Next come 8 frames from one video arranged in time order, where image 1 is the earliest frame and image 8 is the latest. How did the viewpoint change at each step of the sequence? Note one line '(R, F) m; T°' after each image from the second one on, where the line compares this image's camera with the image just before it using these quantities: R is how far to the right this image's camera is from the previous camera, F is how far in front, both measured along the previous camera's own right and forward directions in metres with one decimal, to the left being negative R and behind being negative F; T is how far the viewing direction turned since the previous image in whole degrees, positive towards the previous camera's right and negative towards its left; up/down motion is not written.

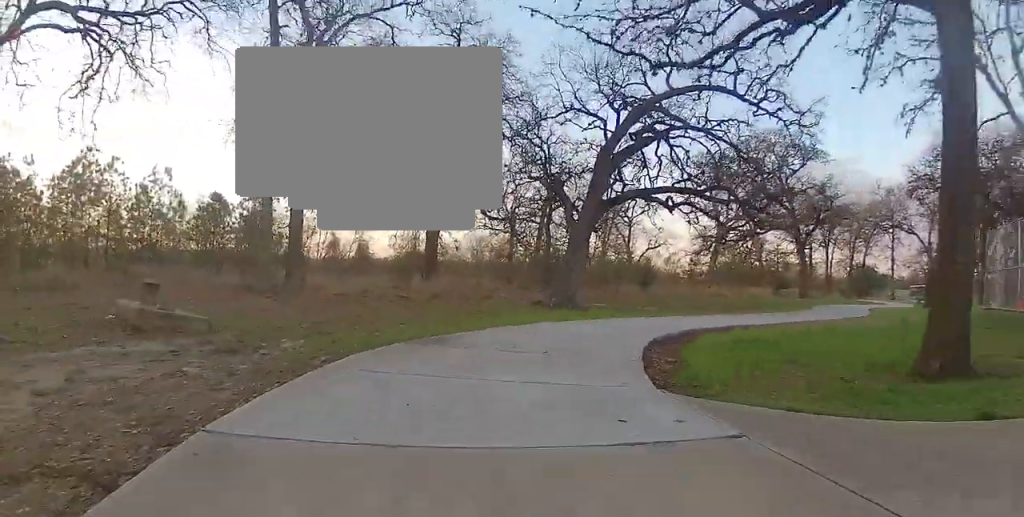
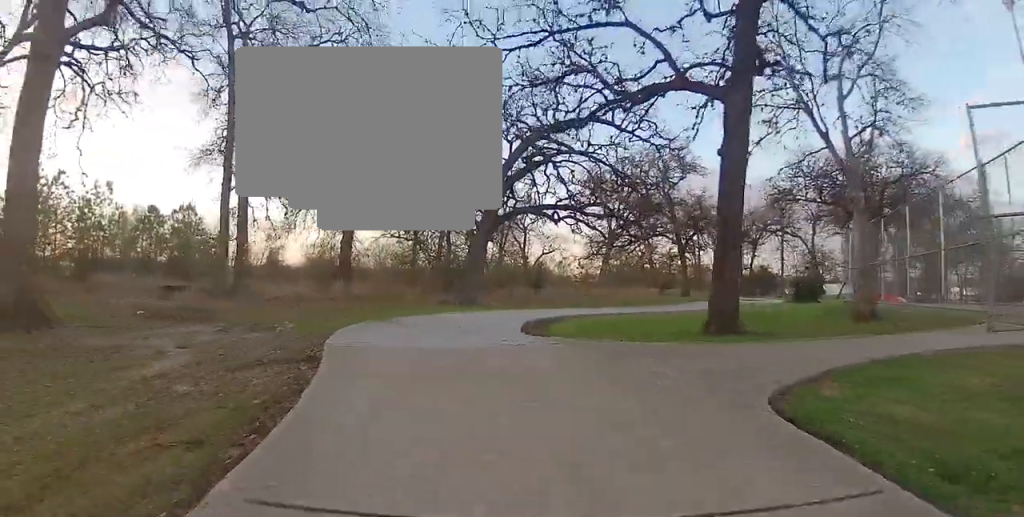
(-0.6, +3.8) m; -7°
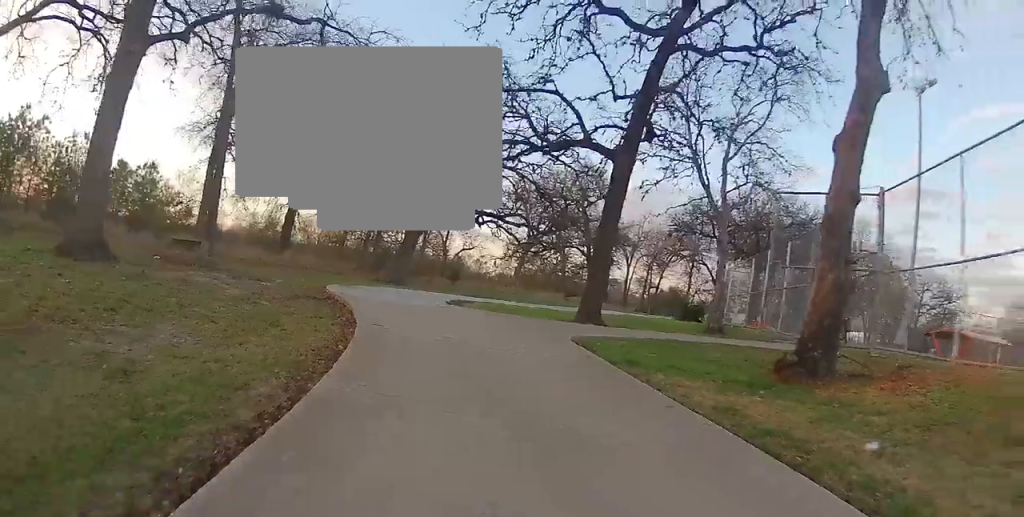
(-0.1, +3.8) m; 0°
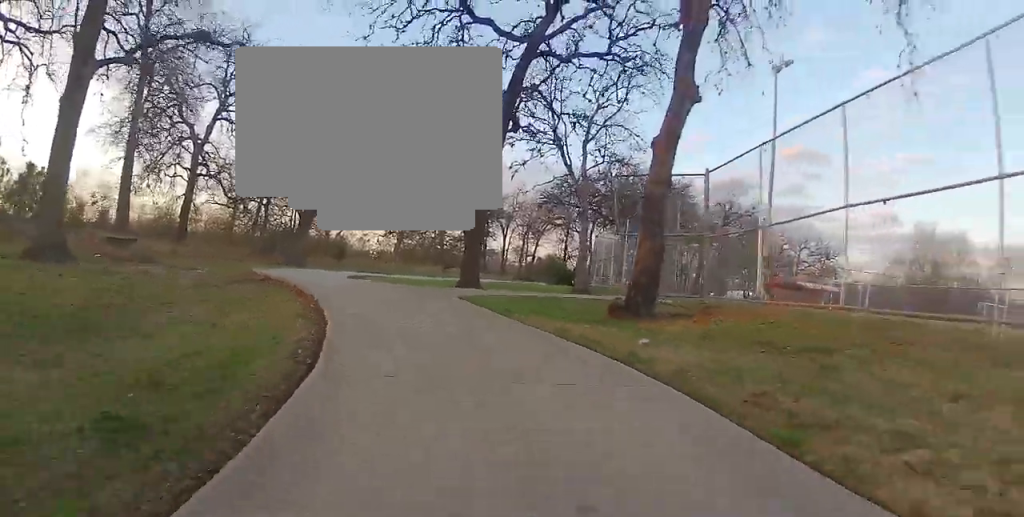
(0.0, +2.4) m; +2°
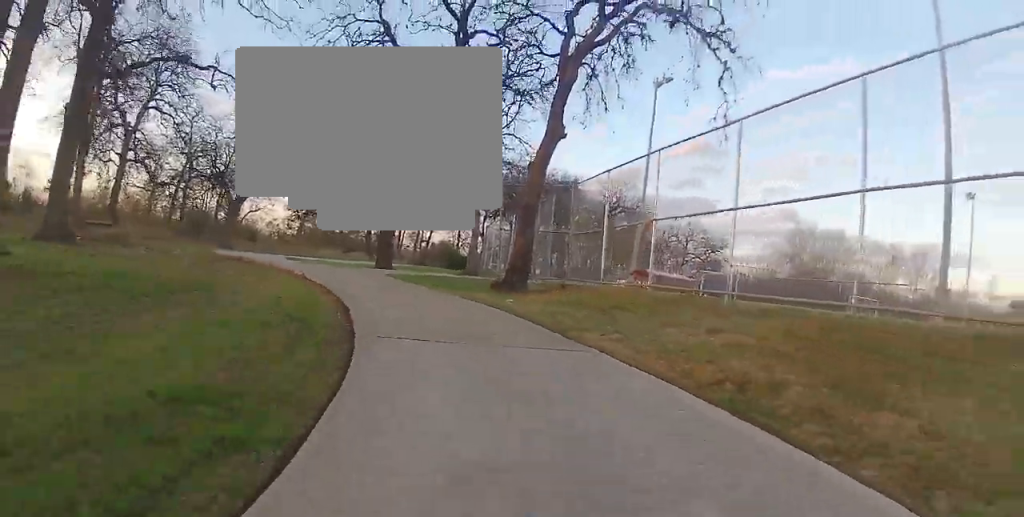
(-0.1, +4.1) m; +8°
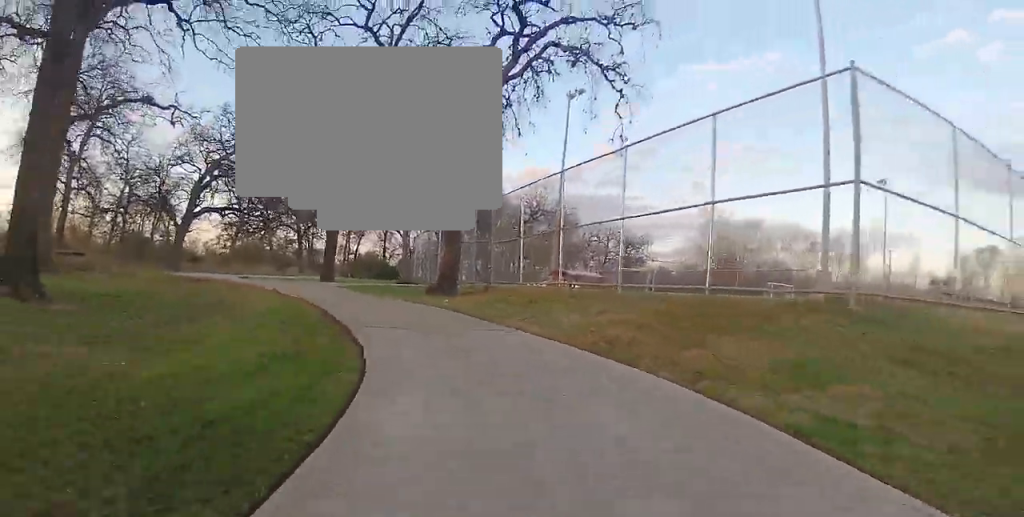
(+0.4, +2.1) m; +10°
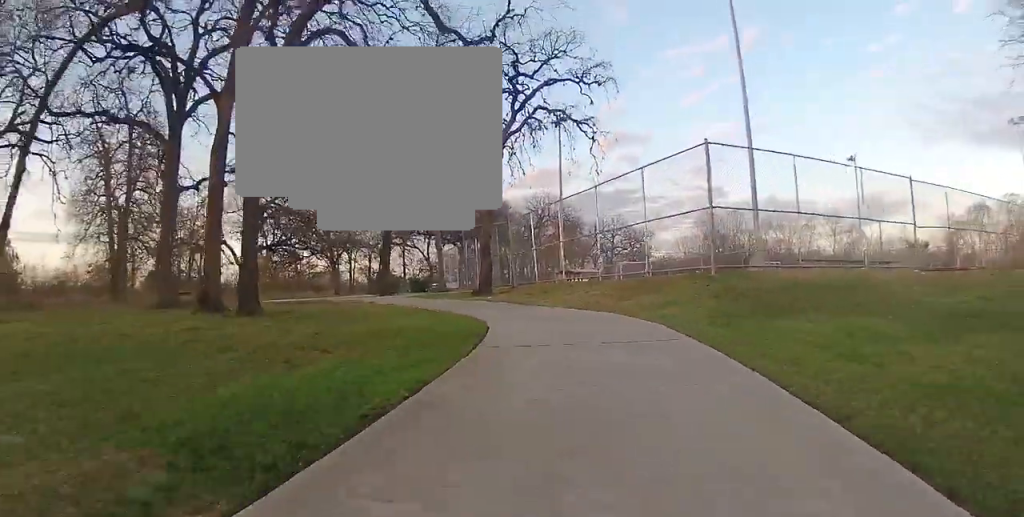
(+1.2, +5.5) m; +21°
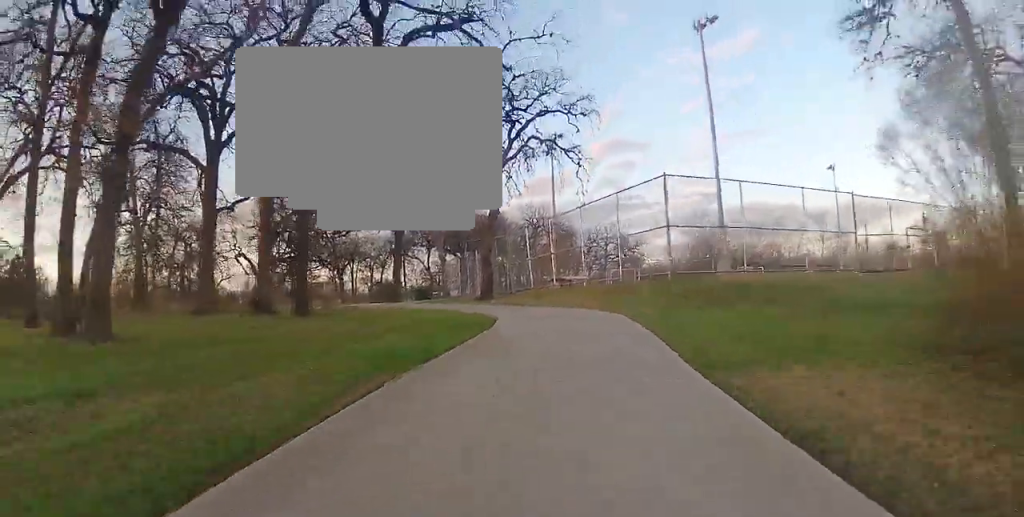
(+0.3, +3.4) m; +5°
